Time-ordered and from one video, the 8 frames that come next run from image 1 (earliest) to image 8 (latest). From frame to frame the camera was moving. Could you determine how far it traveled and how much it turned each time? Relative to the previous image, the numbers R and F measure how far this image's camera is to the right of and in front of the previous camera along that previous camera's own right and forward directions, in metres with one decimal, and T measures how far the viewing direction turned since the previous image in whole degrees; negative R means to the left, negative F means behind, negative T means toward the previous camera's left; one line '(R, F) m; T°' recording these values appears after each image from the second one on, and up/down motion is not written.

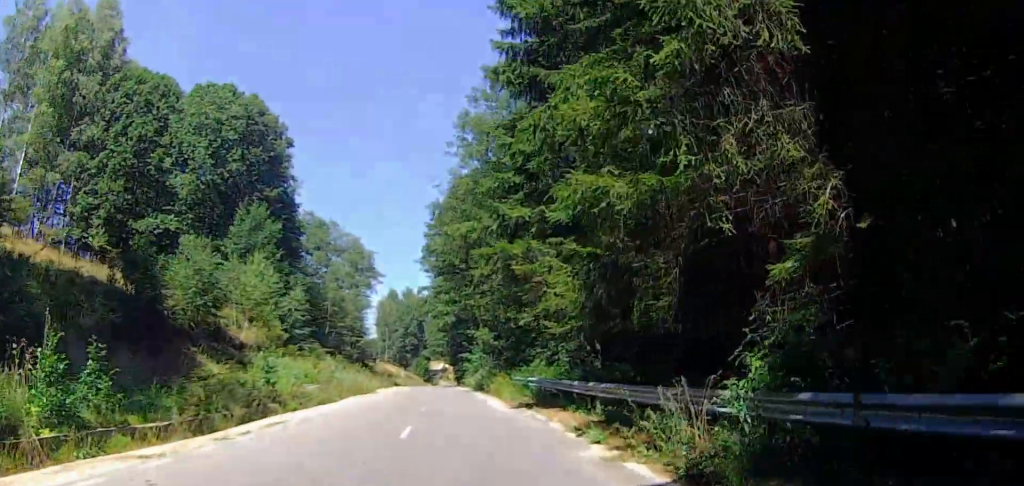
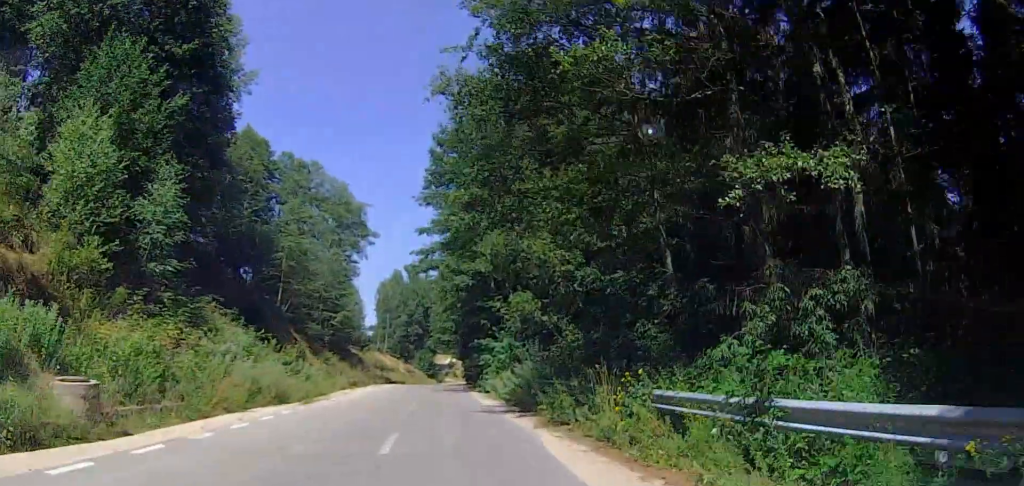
(+0.5, +21.5) m; +3°
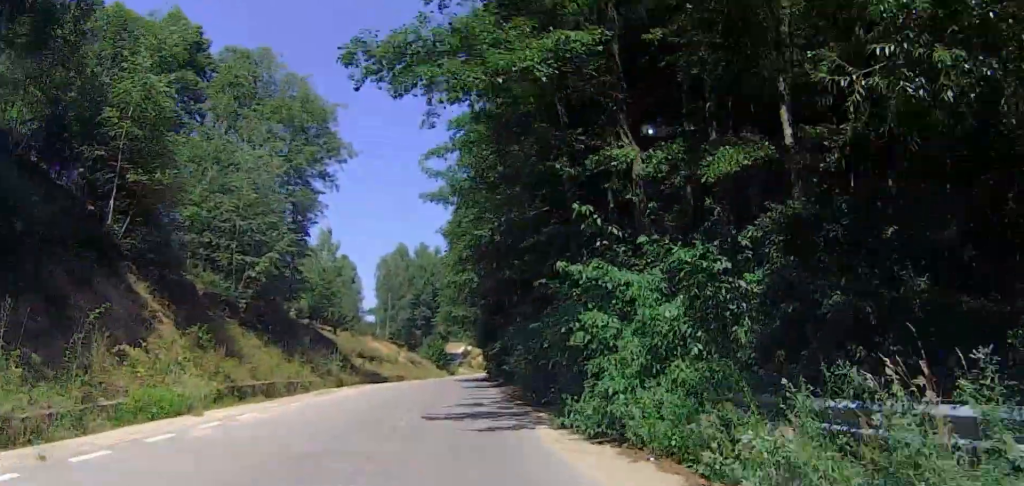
(+0.1, +23.5) m; 0°
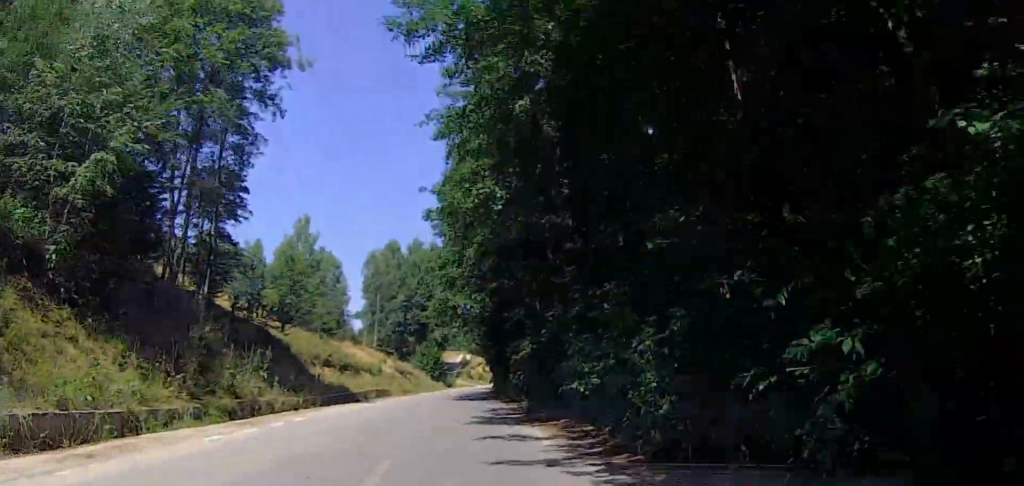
(0.0, +14.0) m; 0°
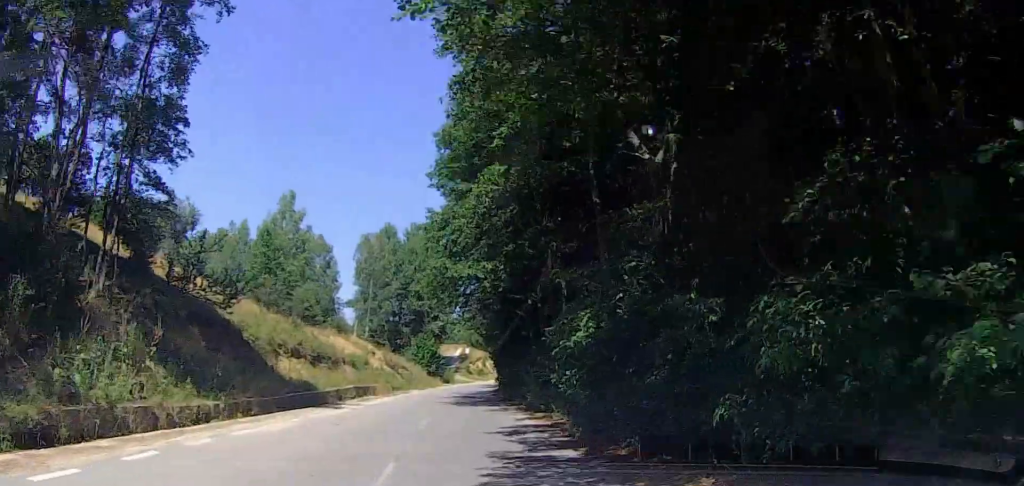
(+0.1, +8.8) m; -1°
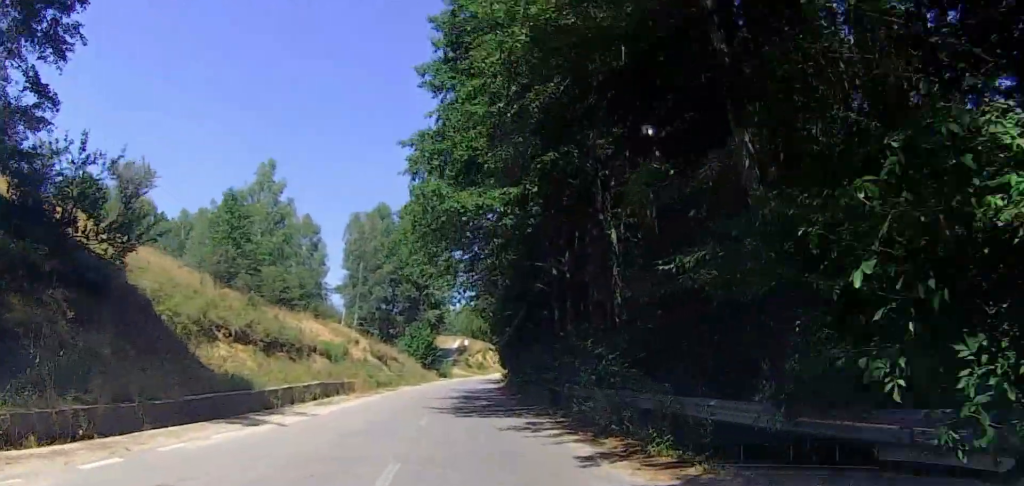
(0.0, +9.7) m; -2°
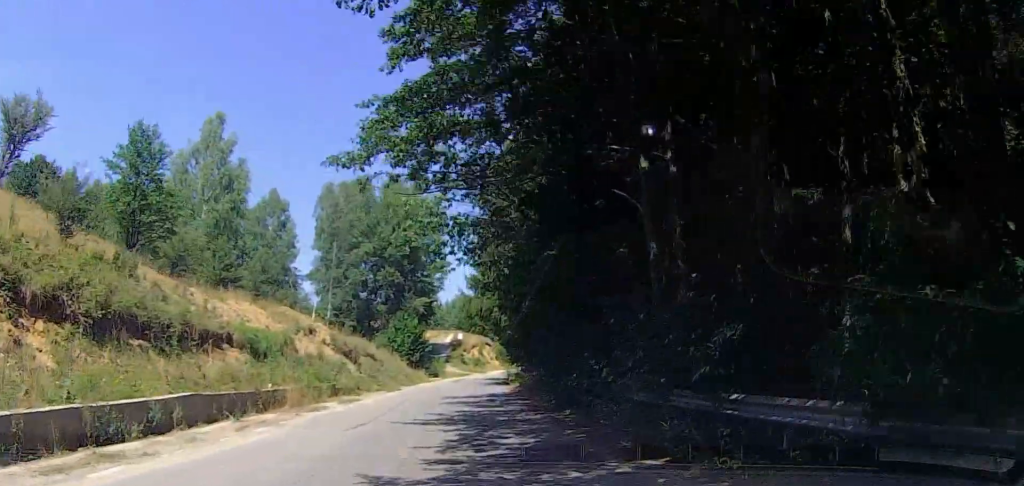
(-0.5, +14.2) m; +1°
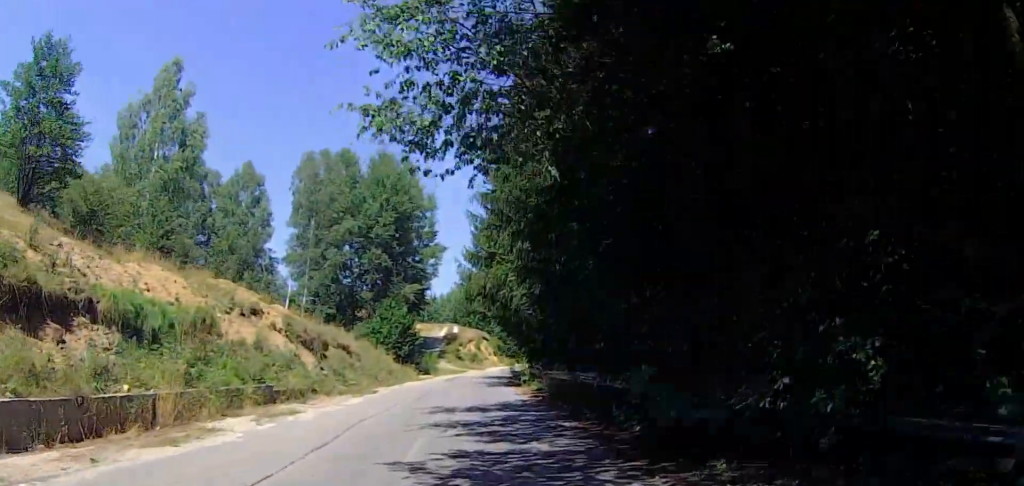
(+0.1, +9.8) m; +2°
